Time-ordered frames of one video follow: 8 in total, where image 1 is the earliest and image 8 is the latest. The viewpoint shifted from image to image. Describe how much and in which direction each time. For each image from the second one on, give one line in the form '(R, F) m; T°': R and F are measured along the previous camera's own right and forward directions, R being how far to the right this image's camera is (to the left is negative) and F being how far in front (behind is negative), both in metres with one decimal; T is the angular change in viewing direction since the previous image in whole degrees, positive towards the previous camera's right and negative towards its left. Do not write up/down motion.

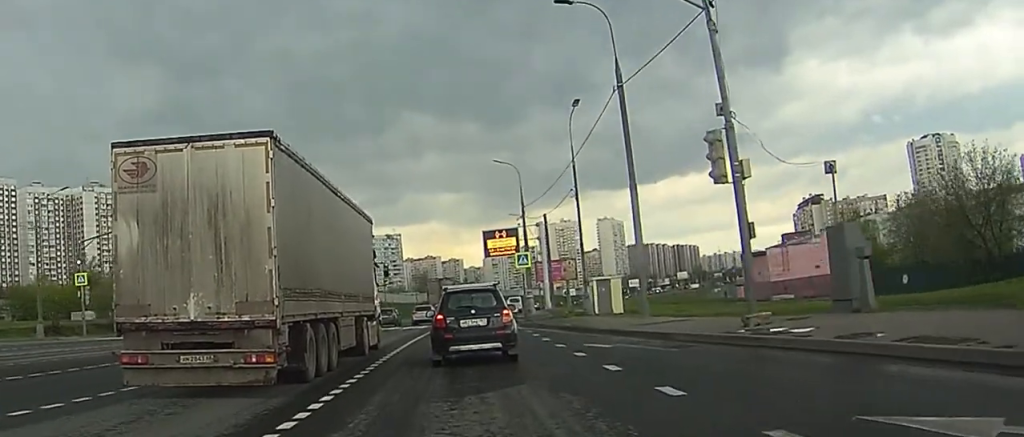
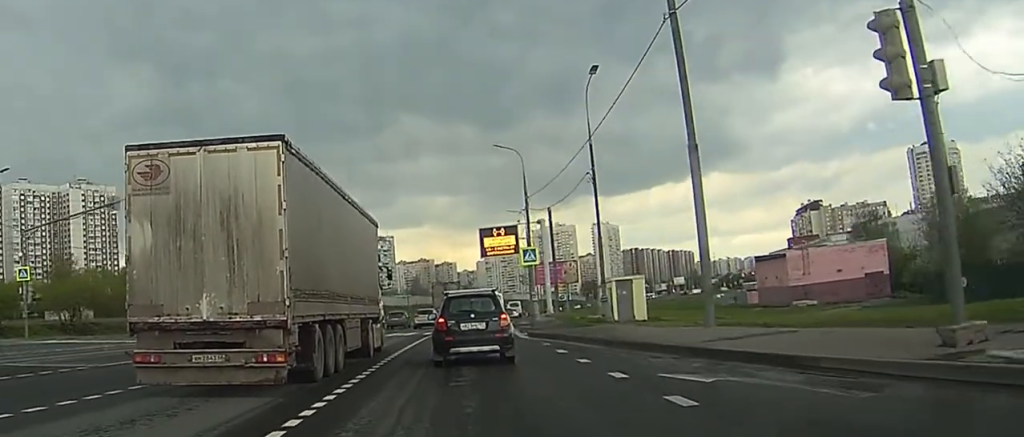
(0.0, +9.4) m; 0°
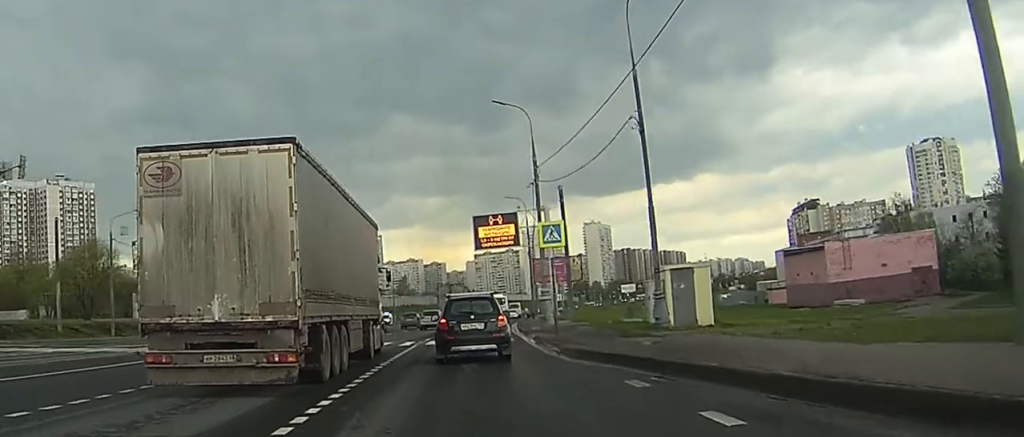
(+0.2, +14.3) m; +1°
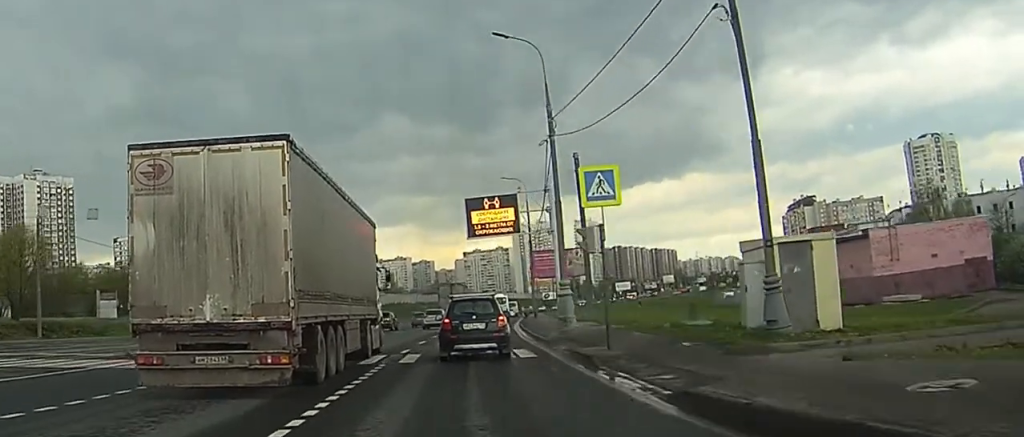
(0.0, +12.1) m; +1°
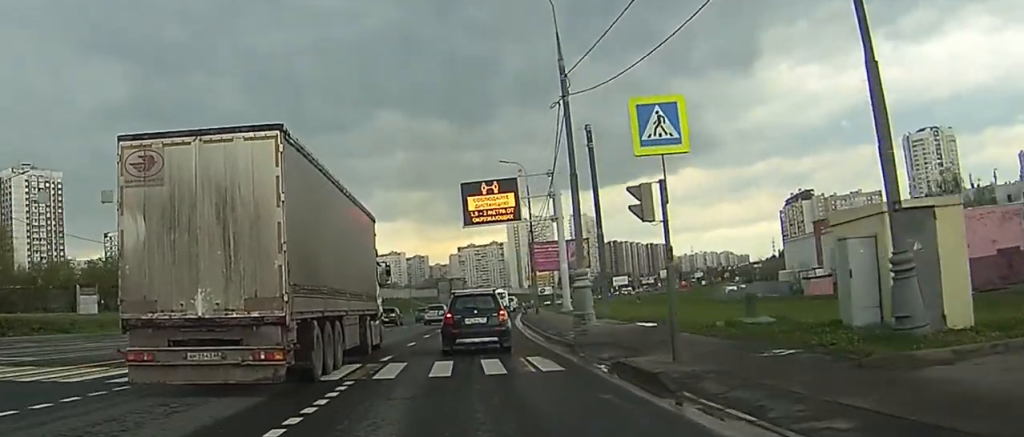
(0.0, +6.0) m; +1°
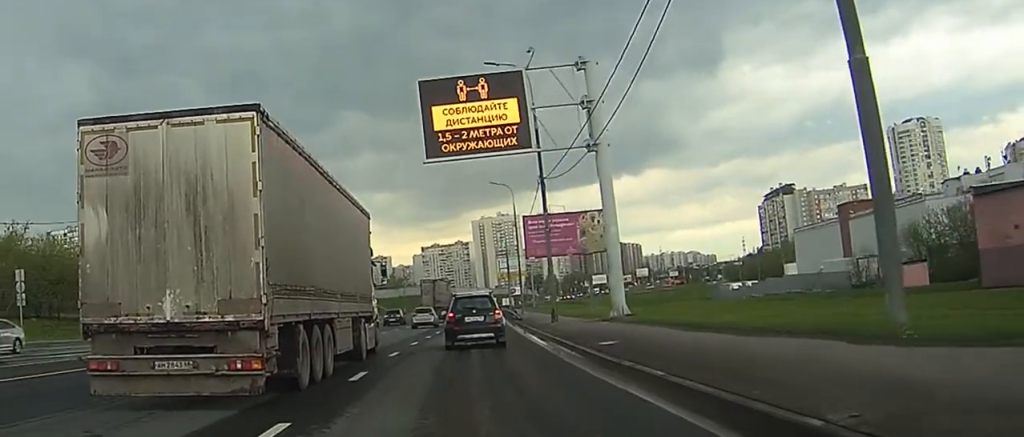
(+0.9, +28.5) m; +3°
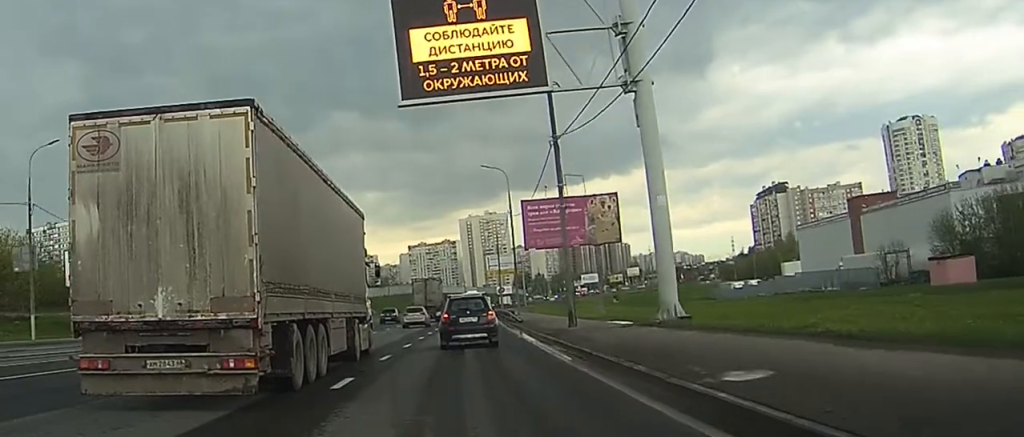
(0.0, +9.0) m; 0°
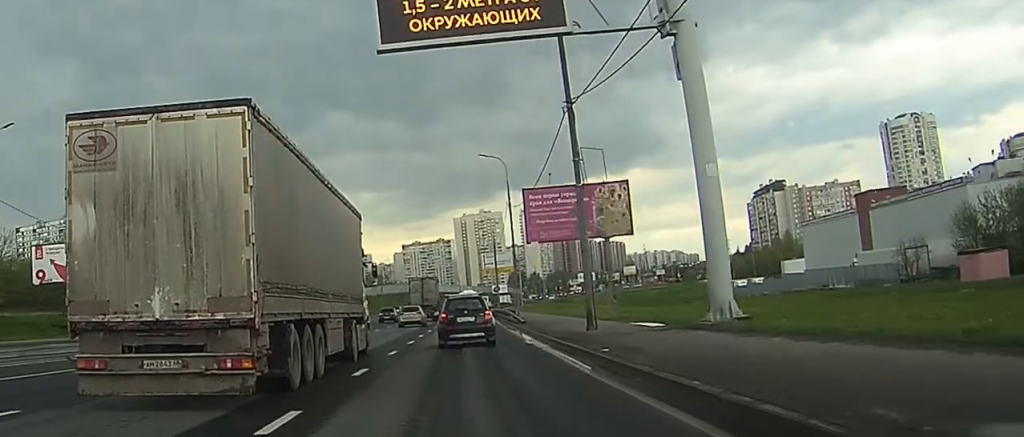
(0.0, +4.8) m; 0°
